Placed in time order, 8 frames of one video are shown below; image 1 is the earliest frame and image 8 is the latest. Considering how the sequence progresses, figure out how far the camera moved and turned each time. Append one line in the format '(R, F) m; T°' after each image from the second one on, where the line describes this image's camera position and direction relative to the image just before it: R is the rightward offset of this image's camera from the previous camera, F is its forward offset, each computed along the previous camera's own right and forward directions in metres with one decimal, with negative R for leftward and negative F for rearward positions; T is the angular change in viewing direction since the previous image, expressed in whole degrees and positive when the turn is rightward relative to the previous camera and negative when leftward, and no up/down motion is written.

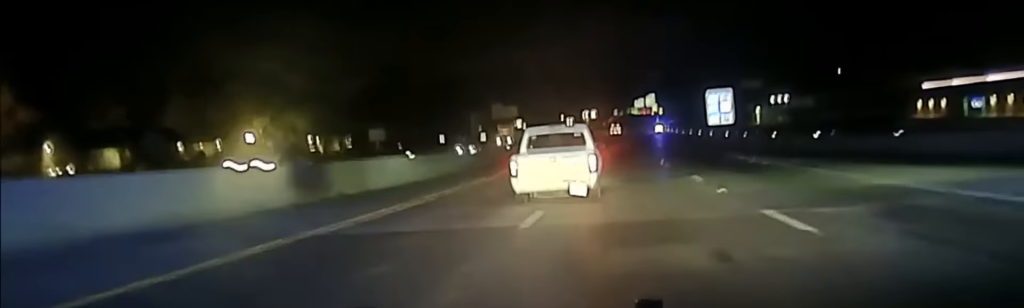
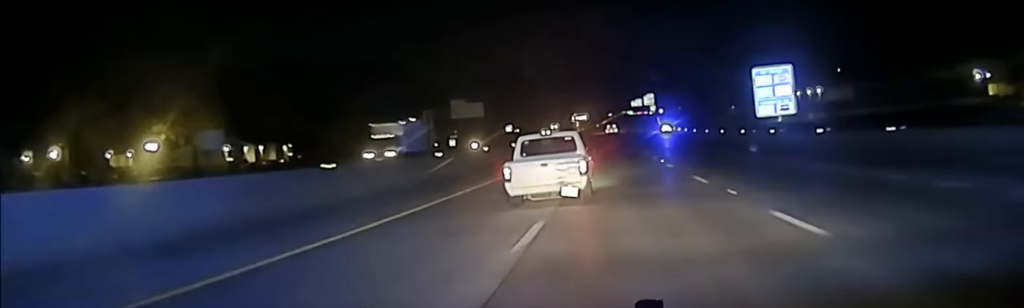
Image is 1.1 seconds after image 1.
(+0.2, +55.3) m; 0°
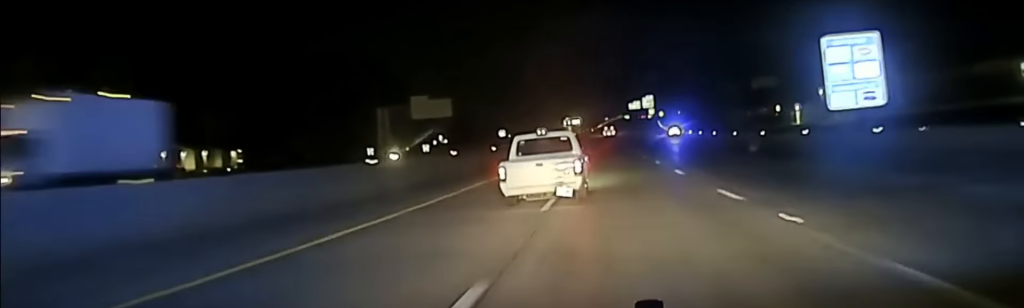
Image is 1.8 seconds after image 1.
(+0.1, +36.7) m; 0°
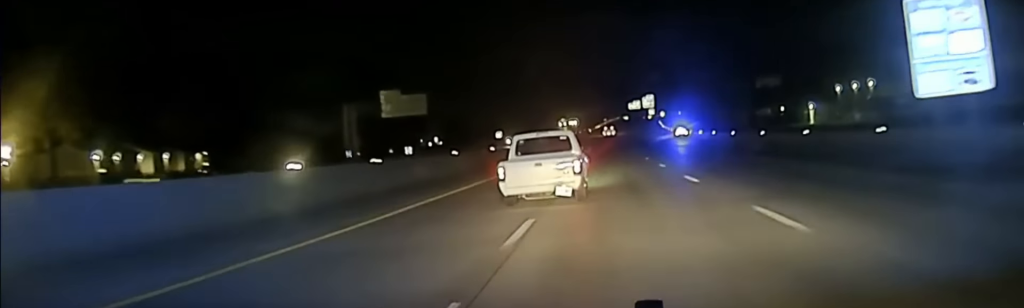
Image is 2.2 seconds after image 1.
(-0.1, +19.4) m; 0°
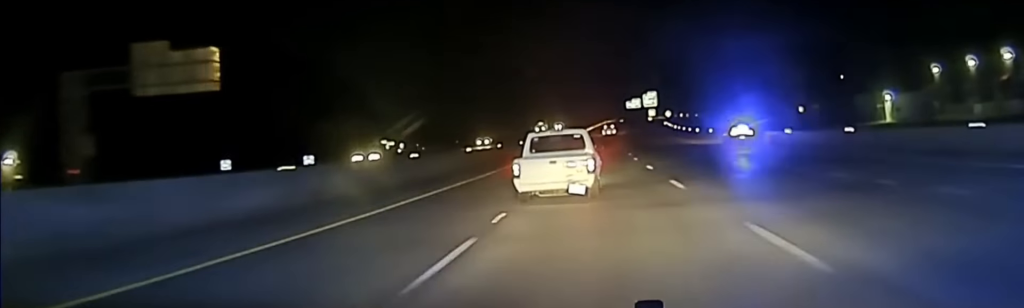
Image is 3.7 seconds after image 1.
(+0.2, +65.7) m; +1°
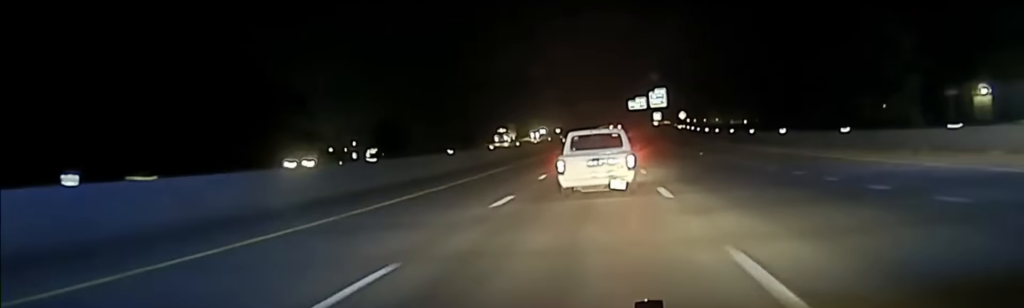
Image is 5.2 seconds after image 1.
(+0.4, +61.0) m; 0°
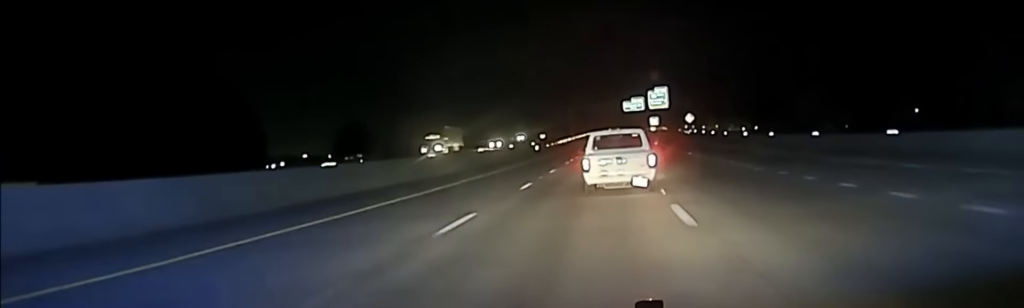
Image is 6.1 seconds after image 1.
(0.0, +36.2) m; 0°
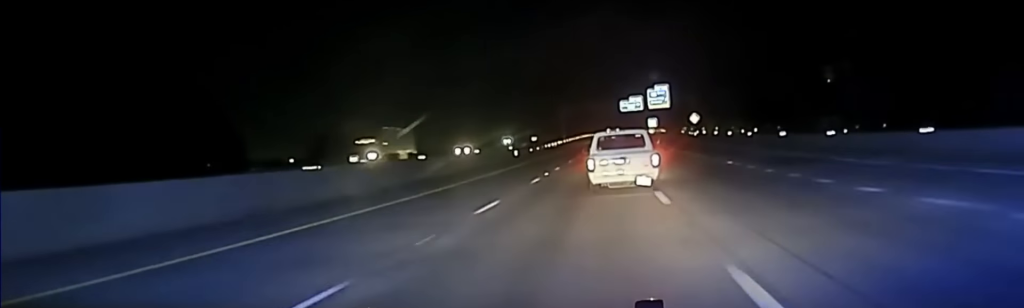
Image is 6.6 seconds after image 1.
(0.0, +17.5) m; 0°
